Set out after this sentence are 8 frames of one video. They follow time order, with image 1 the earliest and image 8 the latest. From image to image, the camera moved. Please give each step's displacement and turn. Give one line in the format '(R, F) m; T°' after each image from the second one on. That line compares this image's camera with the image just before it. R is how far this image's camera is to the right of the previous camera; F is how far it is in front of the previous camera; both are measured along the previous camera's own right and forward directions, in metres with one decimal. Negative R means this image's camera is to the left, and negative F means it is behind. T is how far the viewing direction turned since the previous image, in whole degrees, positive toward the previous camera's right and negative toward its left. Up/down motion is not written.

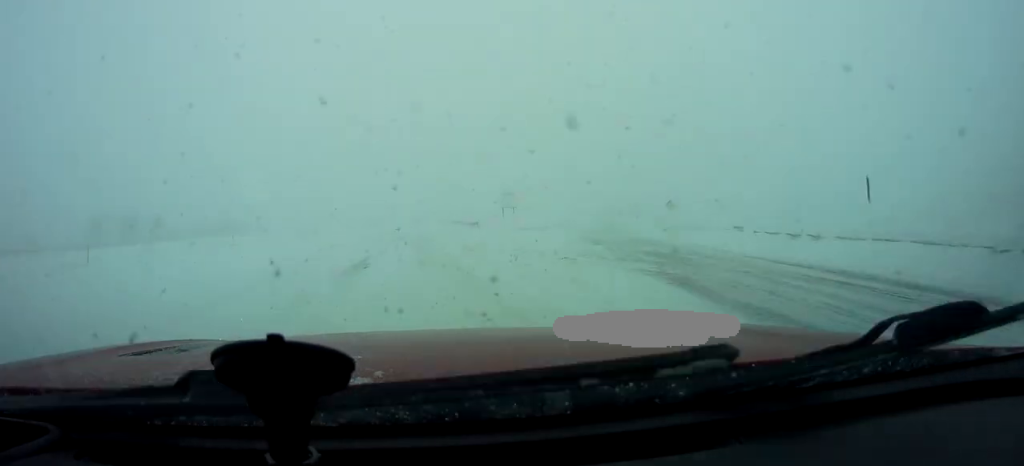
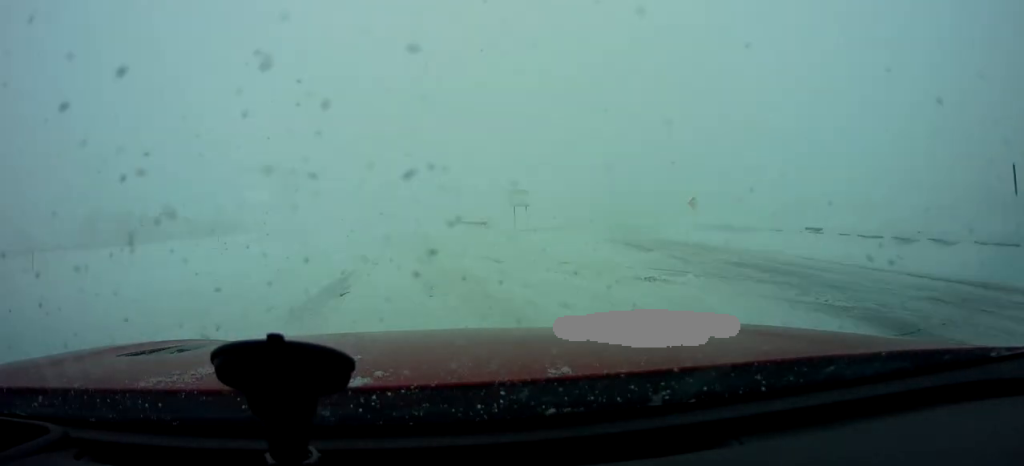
(+0.4, +4.7) m; 0°
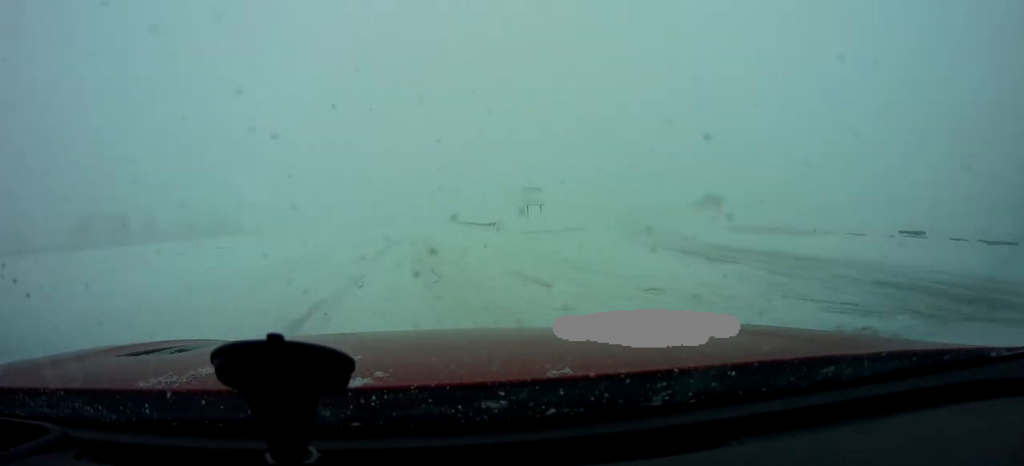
(-0.2, +4.6) m; -1°
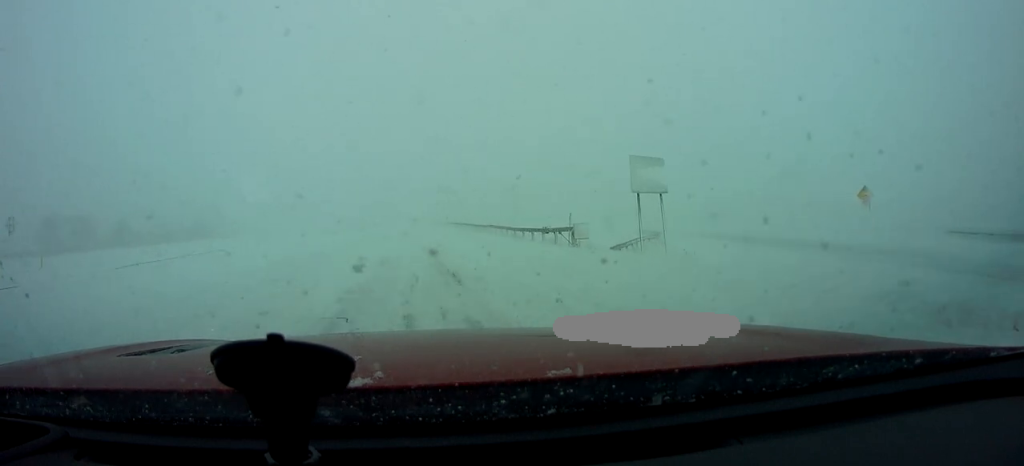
(-0.6, +19.1) m; -1°
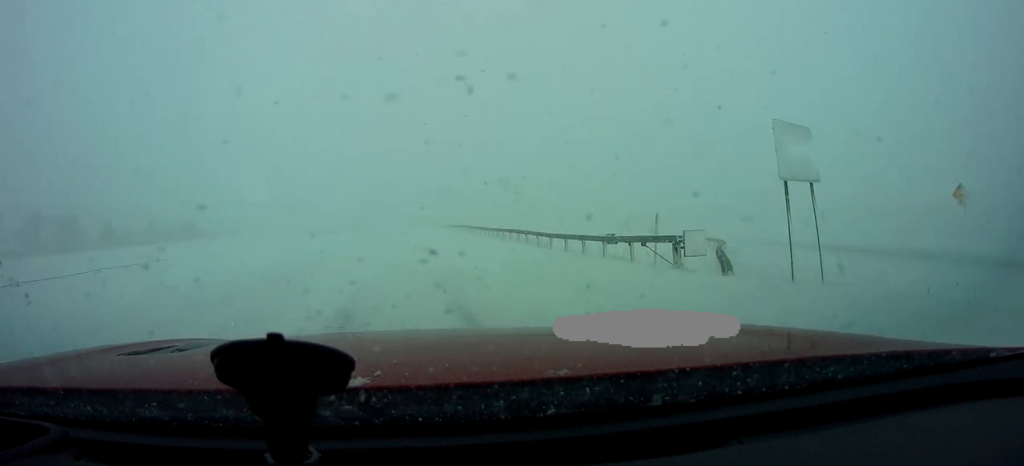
(0.0, +7.8) m; 0°
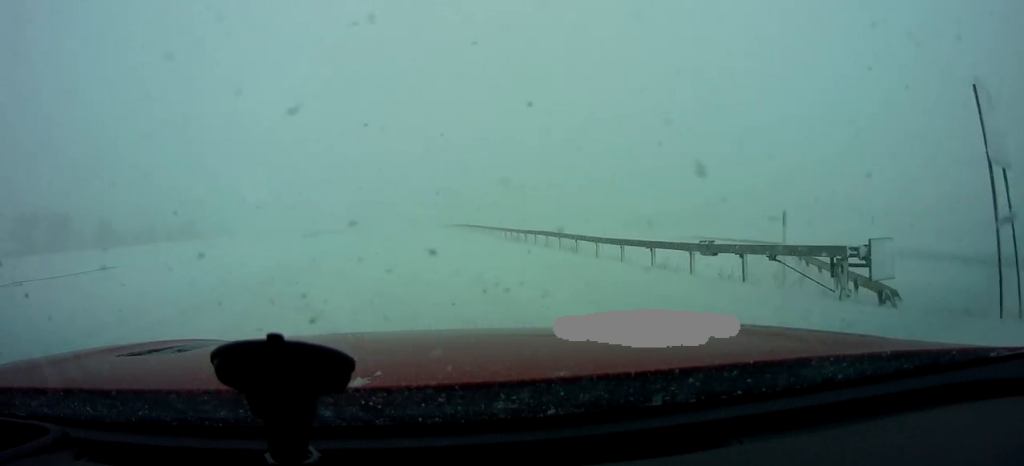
(0.0, +4.9) m; -1°
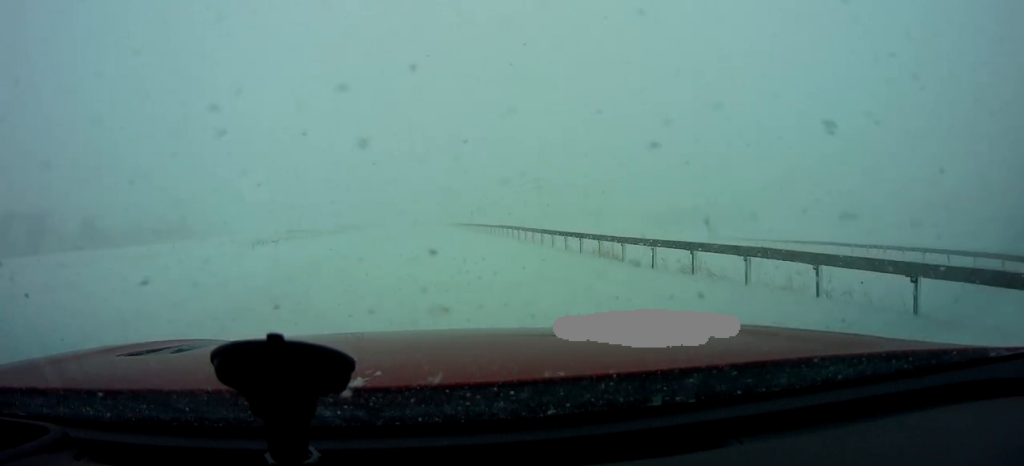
(-0.3, +12.8) m; 0°
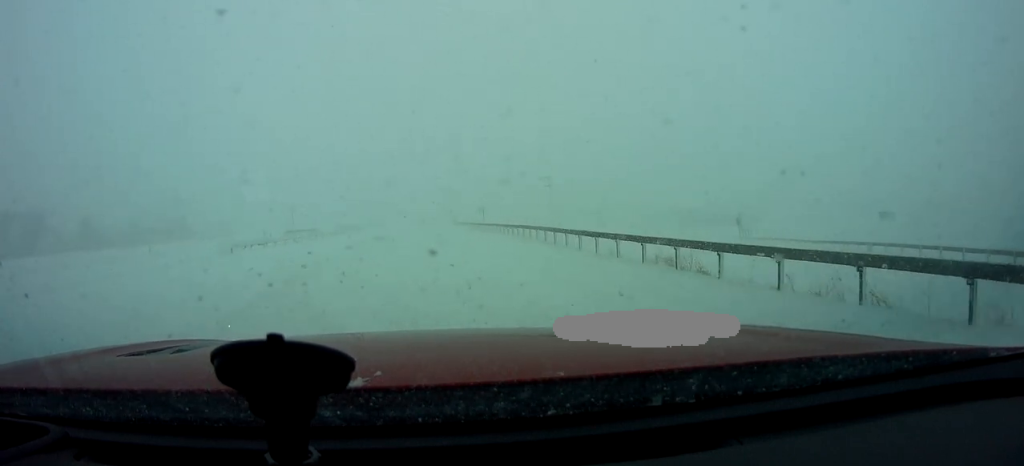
(+0.1, +4.4) m; +1°
